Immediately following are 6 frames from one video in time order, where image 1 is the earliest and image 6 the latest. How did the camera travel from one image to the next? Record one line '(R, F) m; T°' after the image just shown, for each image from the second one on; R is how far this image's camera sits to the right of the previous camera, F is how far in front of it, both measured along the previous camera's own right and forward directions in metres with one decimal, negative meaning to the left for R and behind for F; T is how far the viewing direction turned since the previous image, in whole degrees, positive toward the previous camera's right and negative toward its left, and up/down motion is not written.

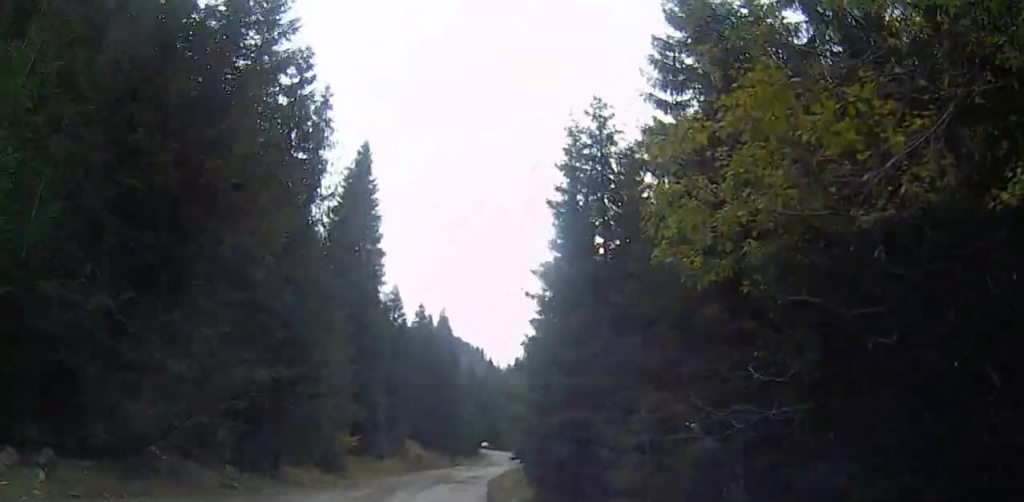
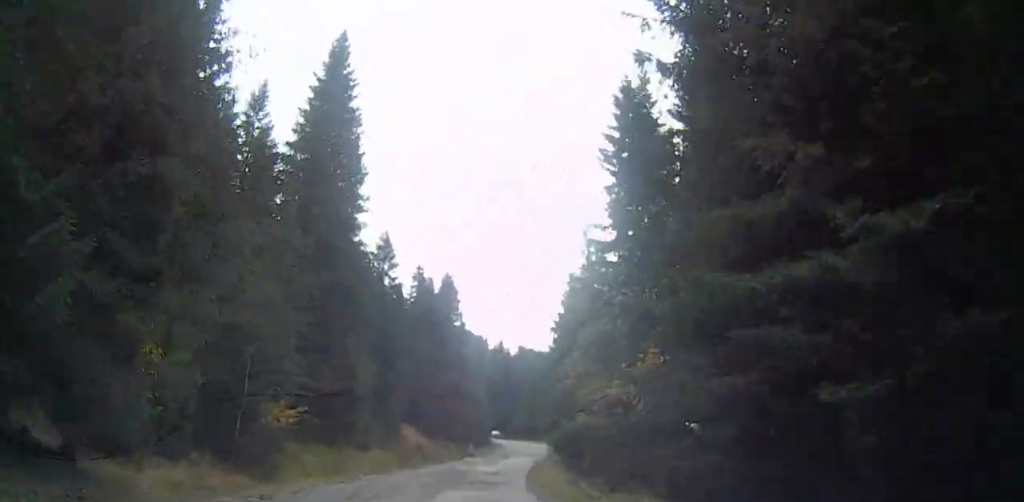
(+0.2, +17.2) m; +2°
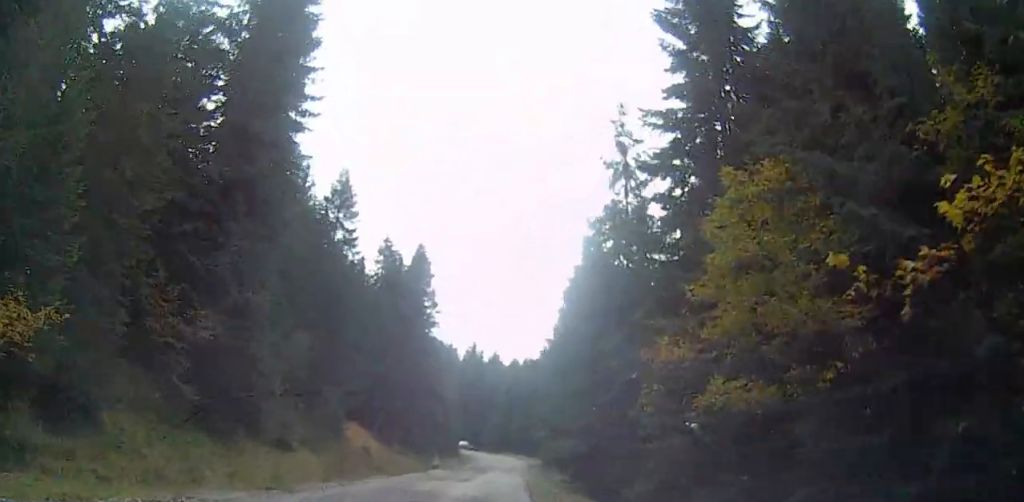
(+0.9, +14.5) m; +7°
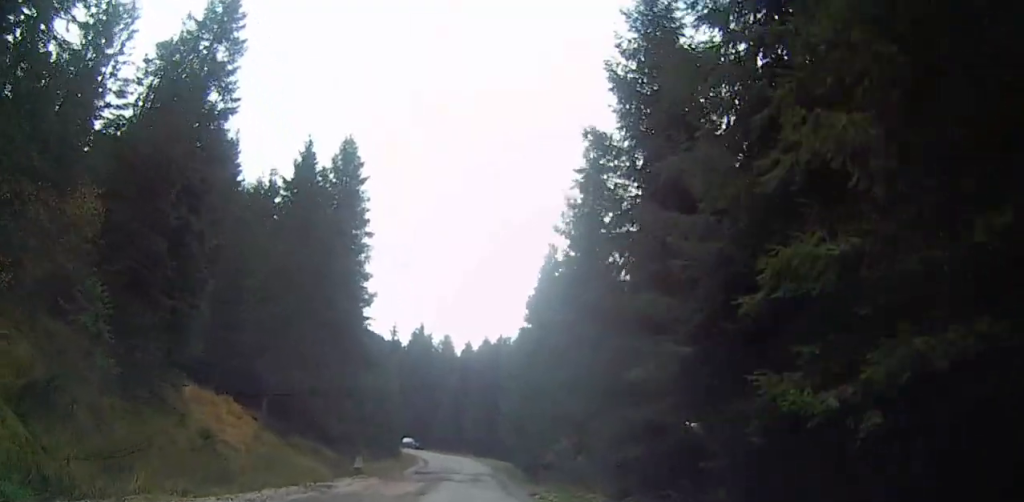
(-0.8, +22.3) m; -4°
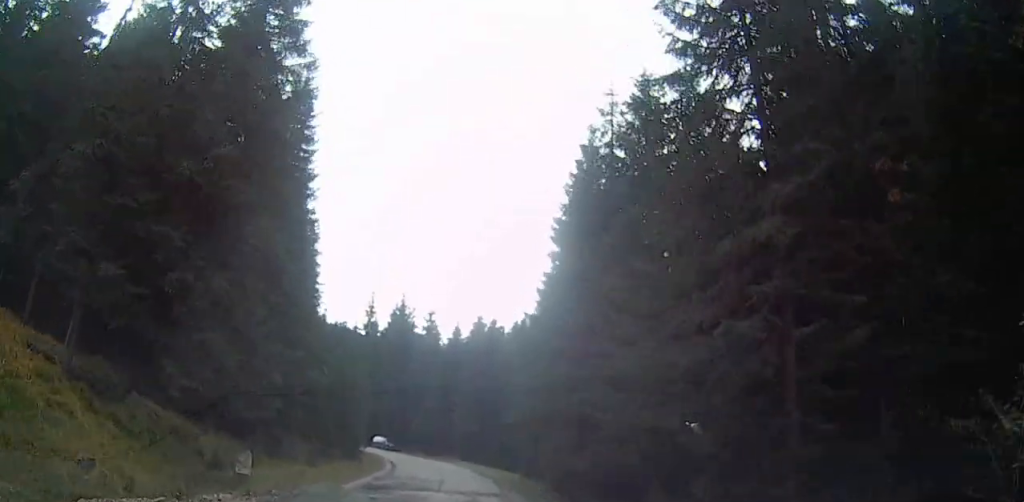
(+2.1, +19.7) m; +11°
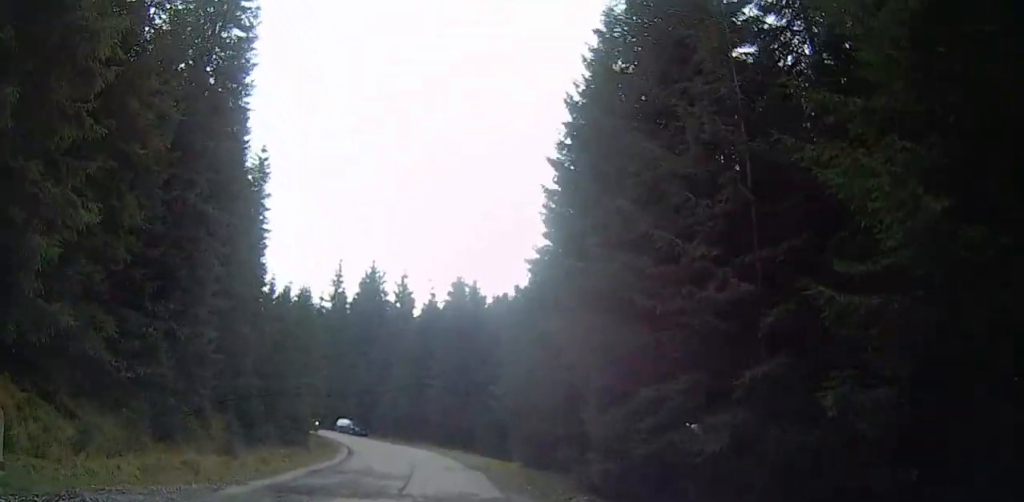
(+0.1, +12.5) m; -2°
